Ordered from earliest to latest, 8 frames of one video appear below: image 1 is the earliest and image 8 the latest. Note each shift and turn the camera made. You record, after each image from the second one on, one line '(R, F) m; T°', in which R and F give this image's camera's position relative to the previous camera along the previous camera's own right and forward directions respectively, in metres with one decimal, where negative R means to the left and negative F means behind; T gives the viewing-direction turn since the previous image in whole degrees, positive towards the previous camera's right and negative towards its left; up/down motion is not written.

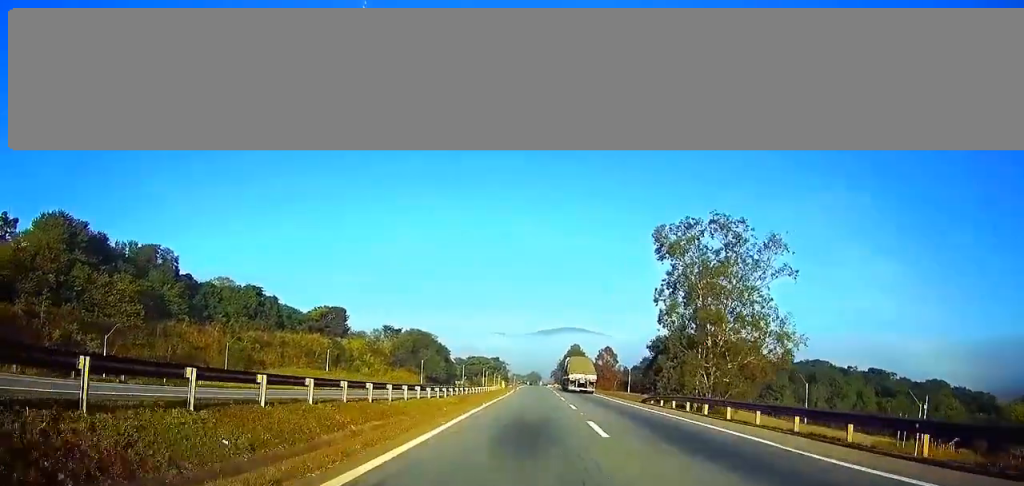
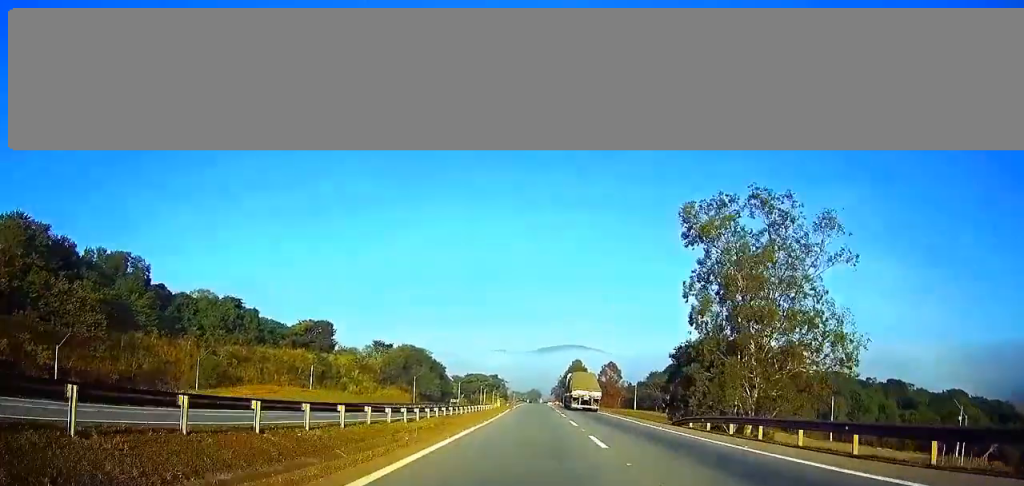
(0.0, +12.4) m; 0°
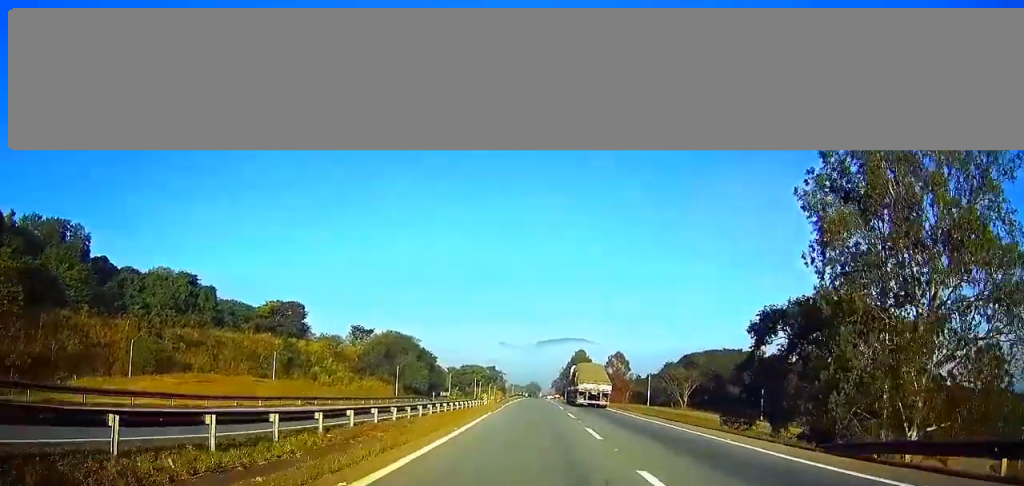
(+0.1, +22.8) m; 0°
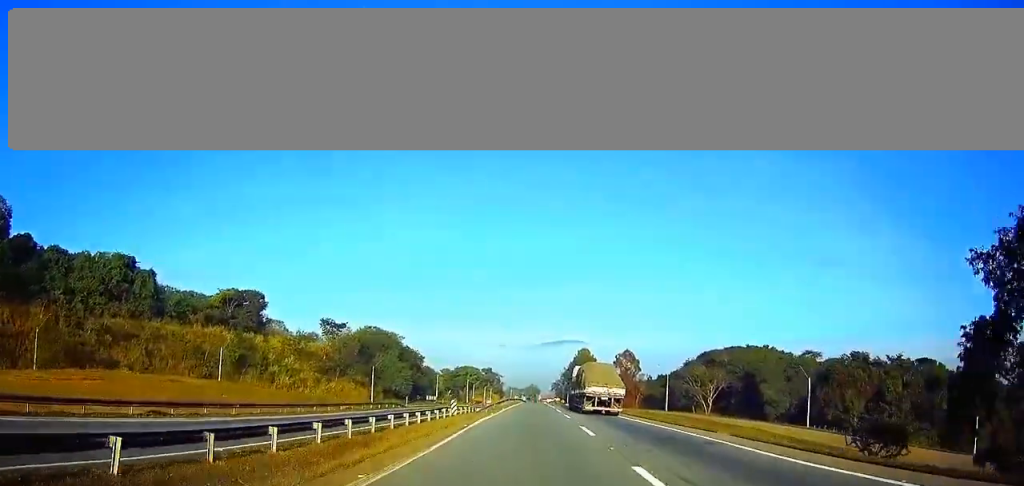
(-0.1, +24.1) m; 0°
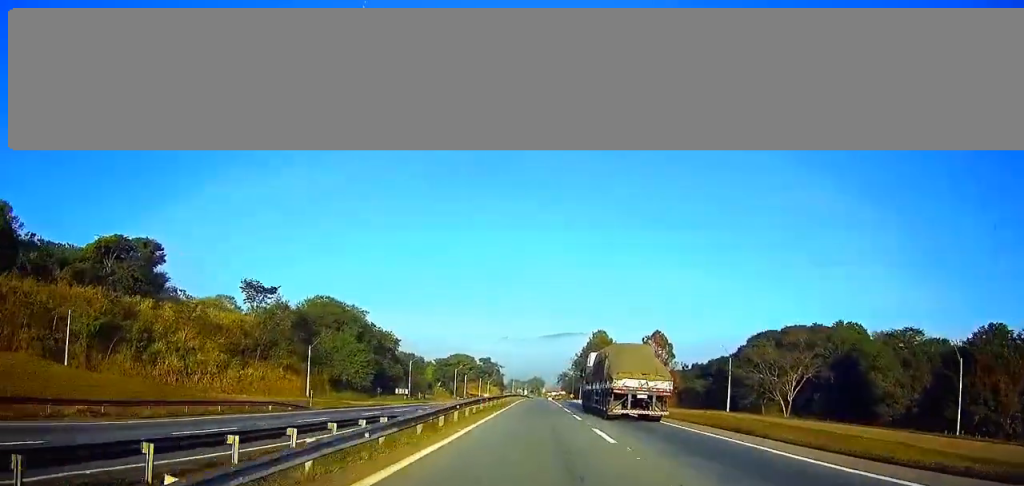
(0.0, +43.1) m; 0°
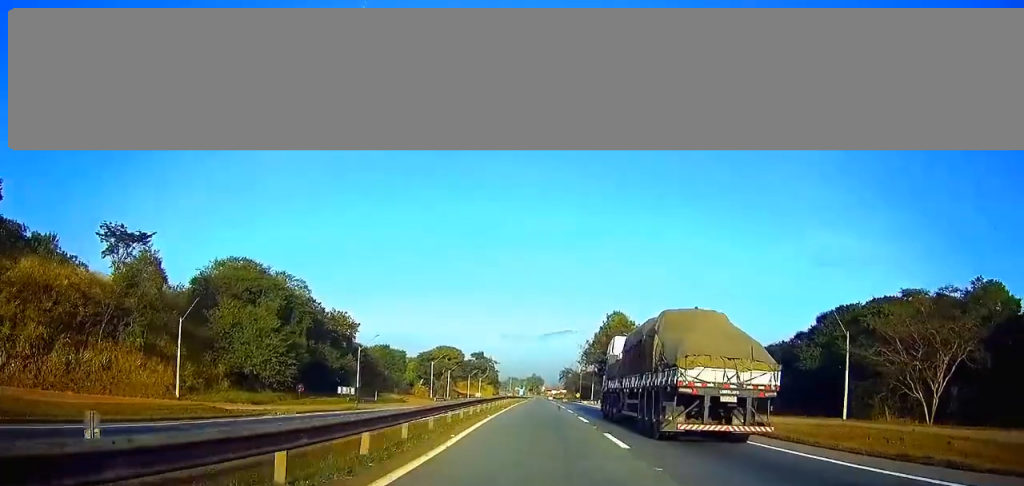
(-0.1, +39.0) m; 0°
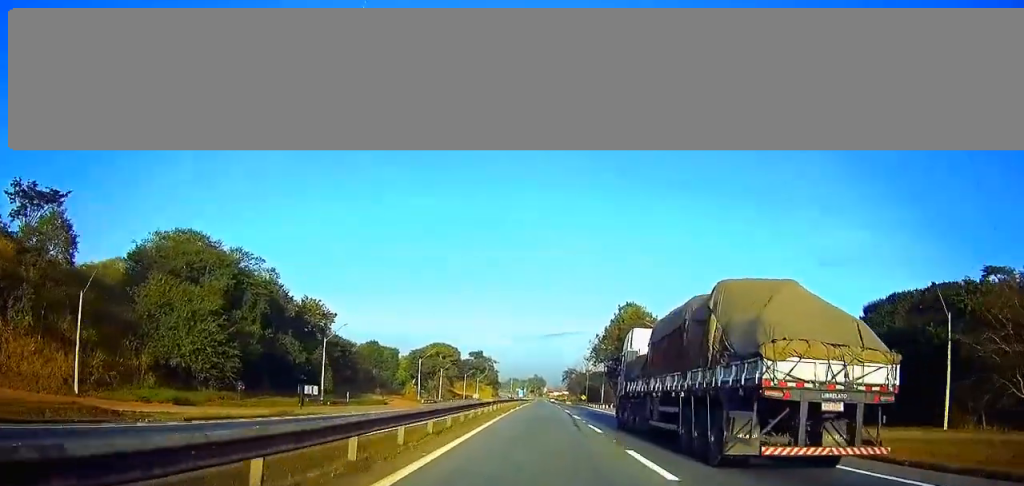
(+0.1, +16.9) m; 0°
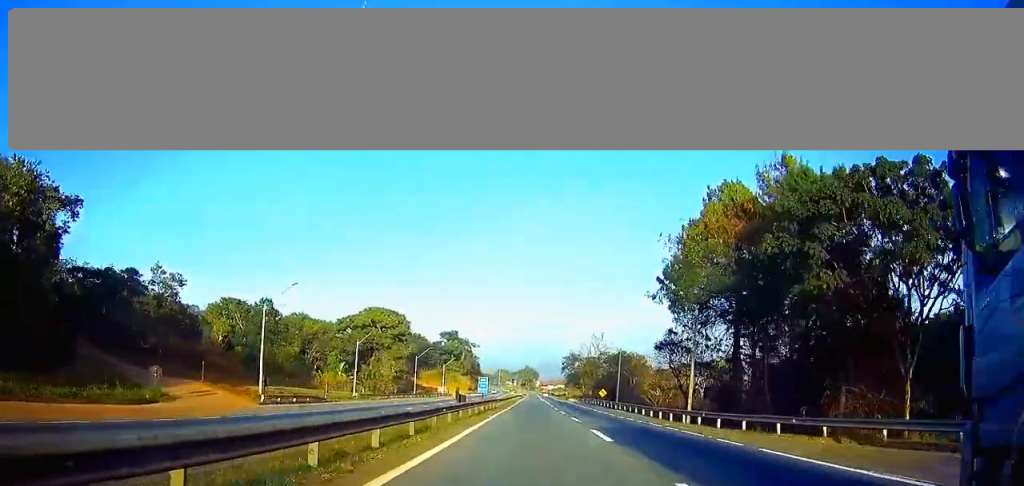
(+0.3, +69.9) m; 0°
